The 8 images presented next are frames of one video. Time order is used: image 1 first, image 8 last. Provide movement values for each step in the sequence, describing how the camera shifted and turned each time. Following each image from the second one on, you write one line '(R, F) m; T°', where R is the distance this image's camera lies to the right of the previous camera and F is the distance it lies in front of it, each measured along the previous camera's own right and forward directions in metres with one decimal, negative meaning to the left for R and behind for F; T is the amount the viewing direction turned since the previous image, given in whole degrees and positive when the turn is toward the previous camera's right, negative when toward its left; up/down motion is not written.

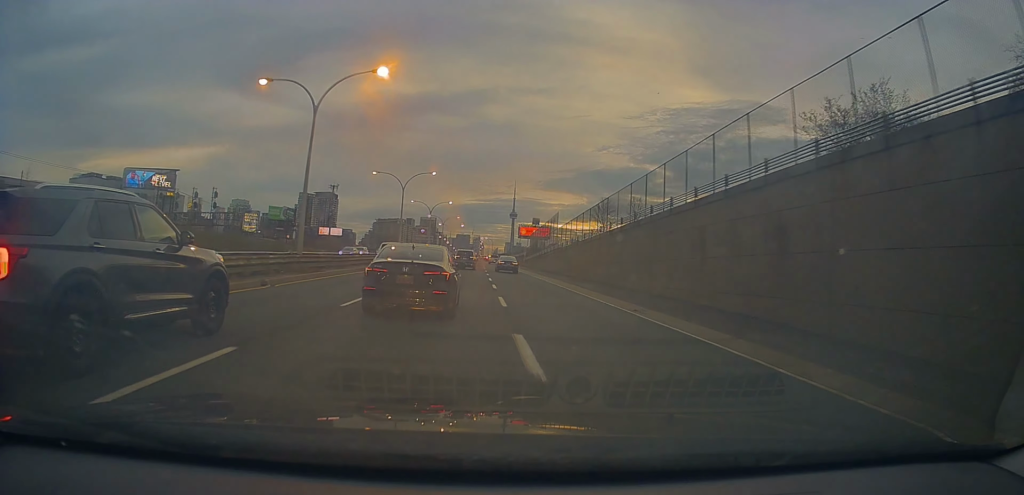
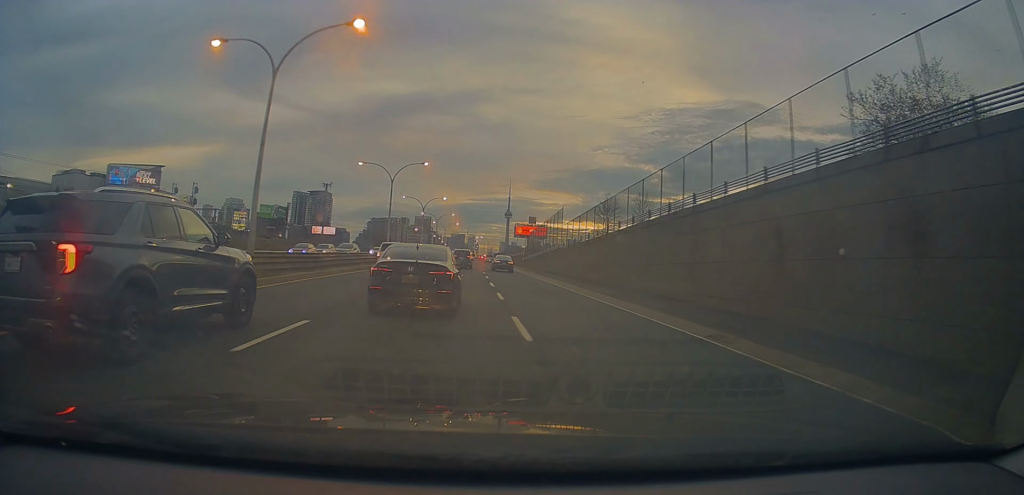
(0.0, +5.8) m; -1°
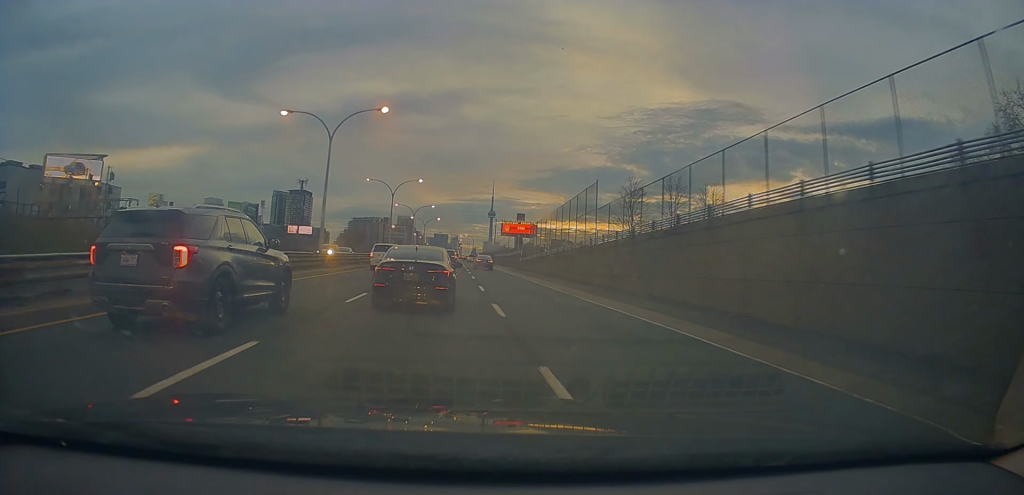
(-0.1, +20.4) m; +3°
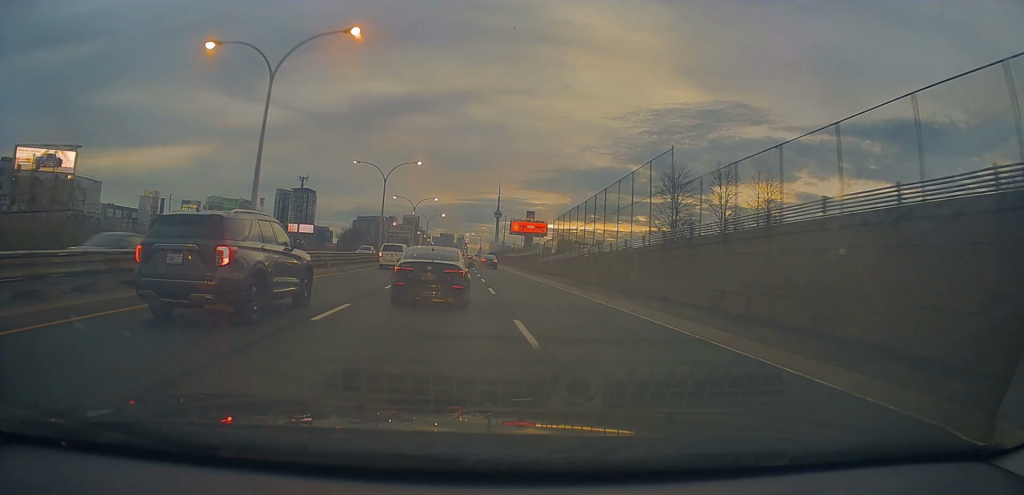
(+0.7, +12.5) m; +2°
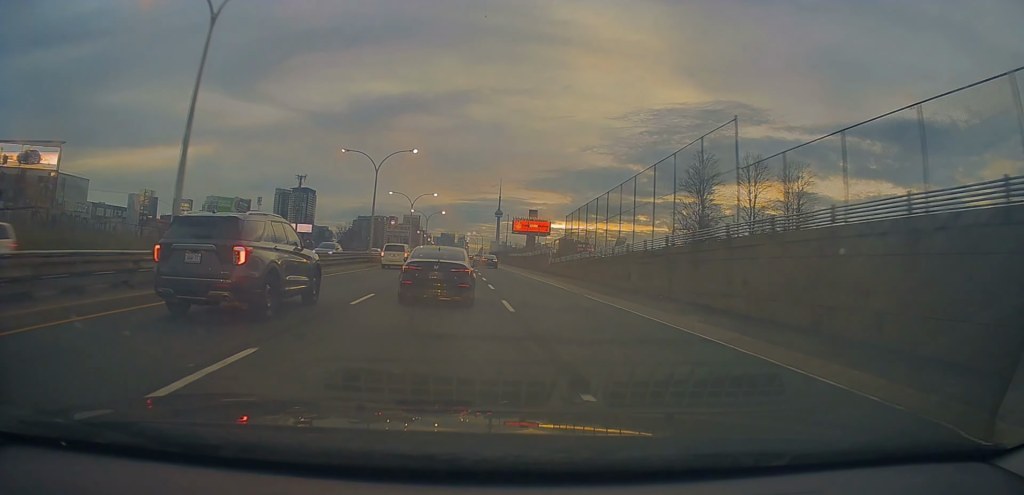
(-0.2, +6.1) m; -1°
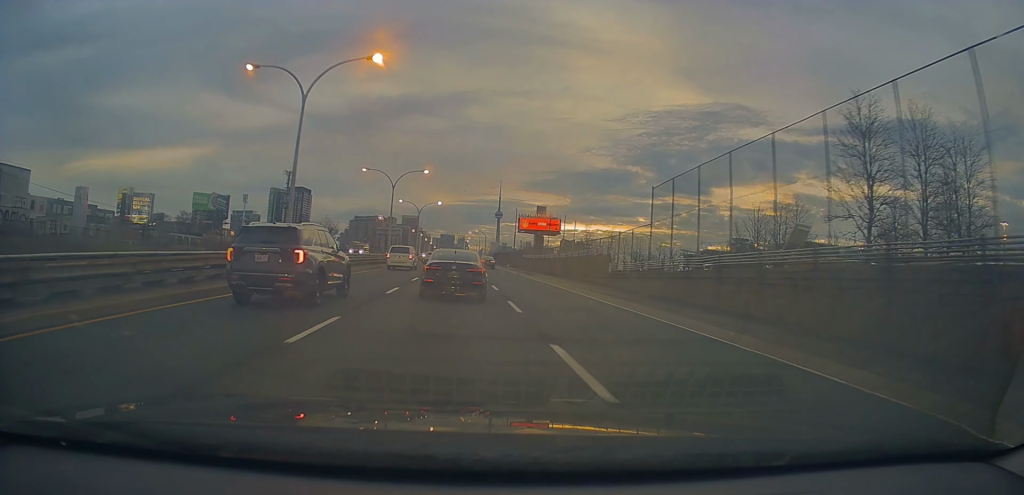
(+0.1, +23.3) m; +2°
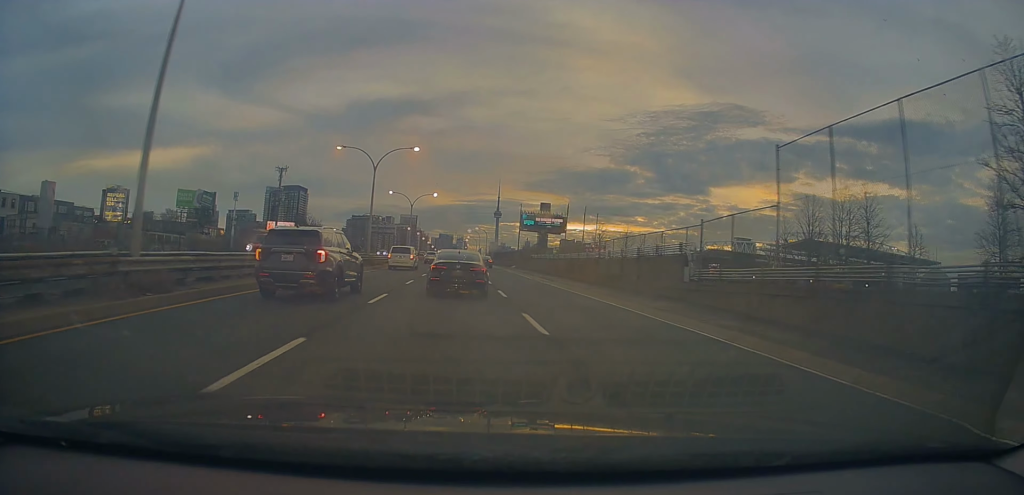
(+0.2, +12.0) m; 0°
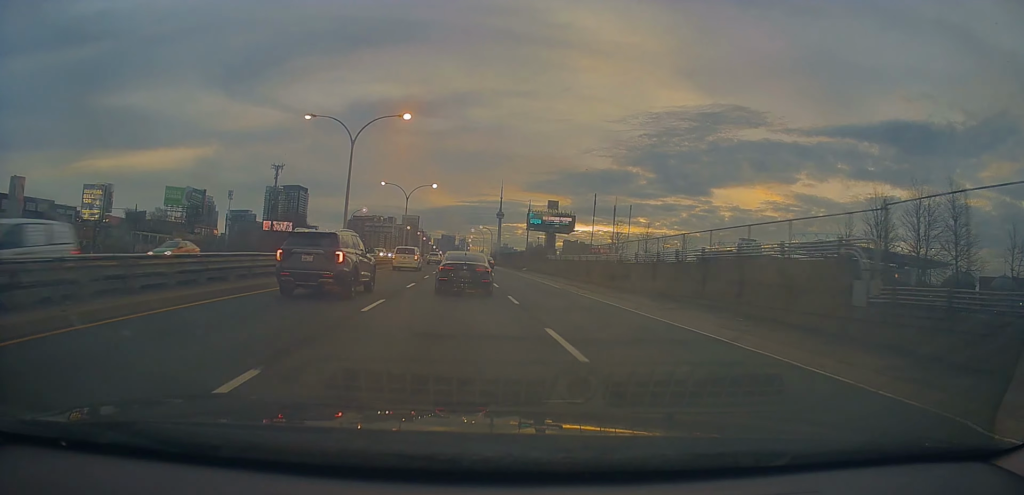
(-0.1, +10.9) m; -2°
